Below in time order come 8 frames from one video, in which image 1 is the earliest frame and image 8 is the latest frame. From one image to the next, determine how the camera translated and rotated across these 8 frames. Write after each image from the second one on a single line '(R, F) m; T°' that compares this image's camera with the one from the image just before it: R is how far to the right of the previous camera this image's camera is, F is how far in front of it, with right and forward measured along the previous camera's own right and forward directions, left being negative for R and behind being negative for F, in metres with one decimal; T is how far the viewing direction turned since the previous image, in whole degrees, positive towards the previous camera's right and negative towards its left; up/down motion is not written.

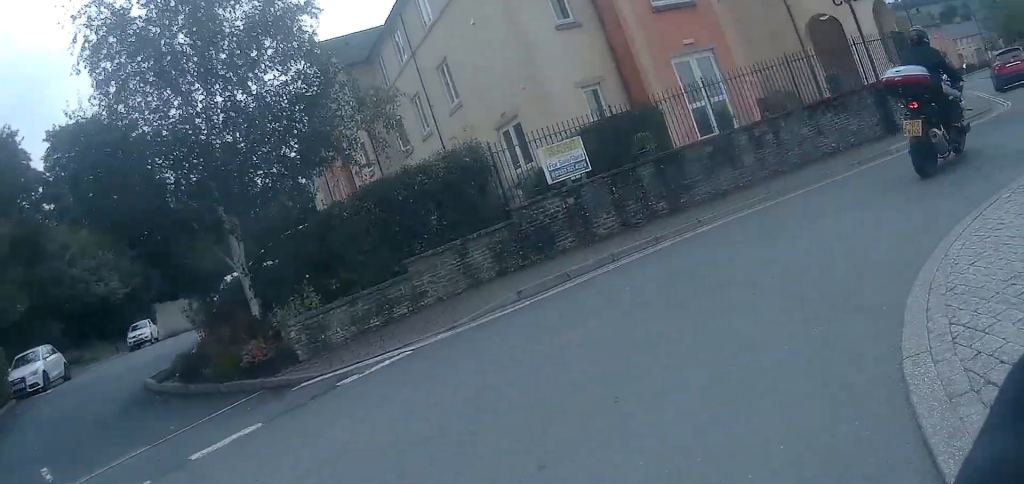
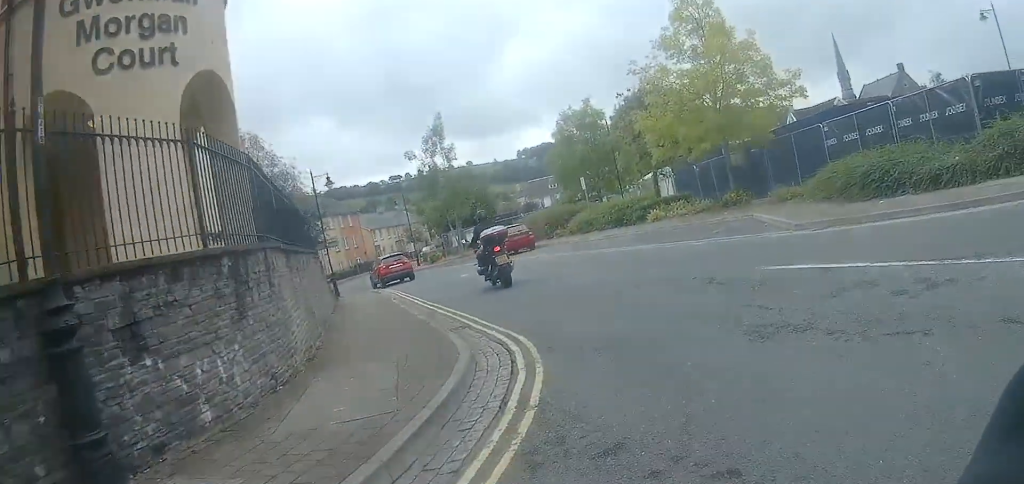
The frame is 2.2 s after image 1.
(+3.8, +10.2) m; +36°
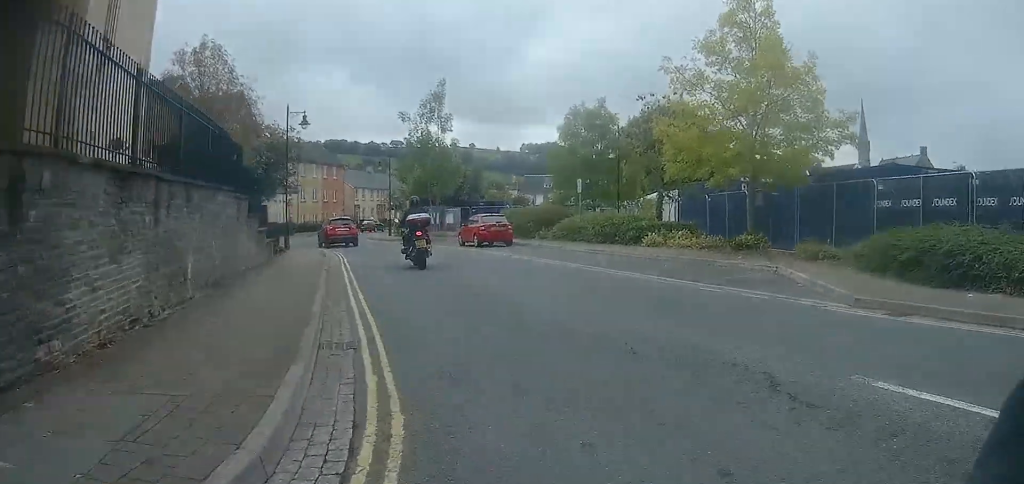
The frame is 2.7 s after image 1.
(+0.1, +3.4) m; -1°
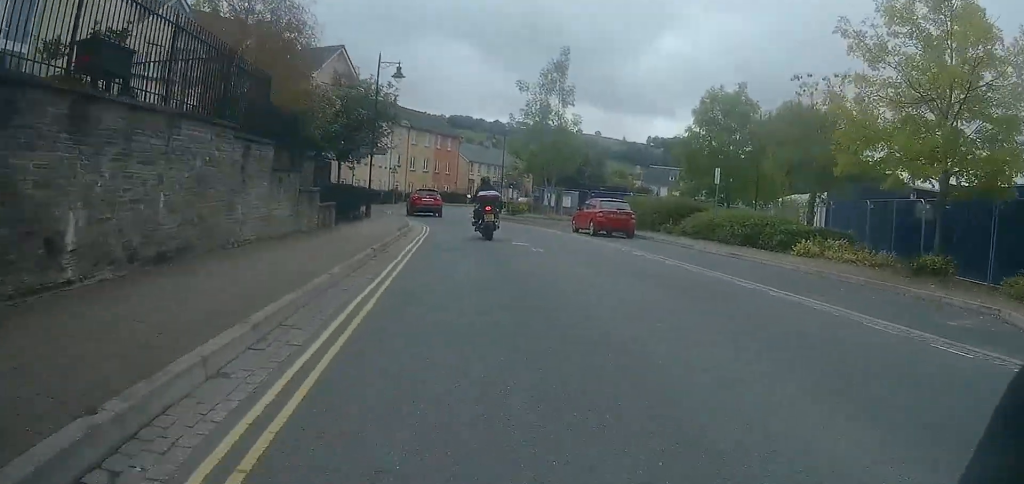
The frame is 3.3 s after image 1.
(+0.1, +4.2) m; -5°
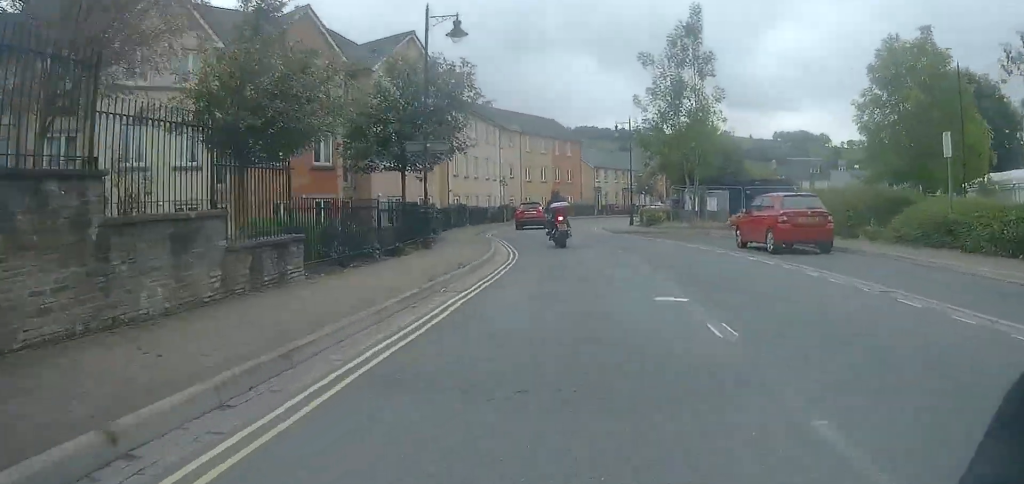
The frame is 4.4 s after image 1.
(-0.9, +8.6) m; -11°
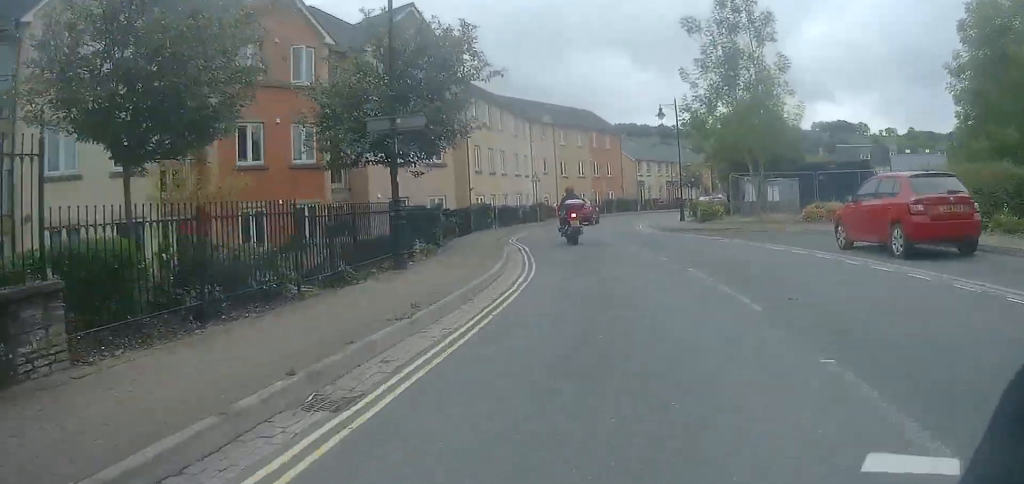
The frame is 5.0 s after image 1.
(-0.4, +5.2) m; -3°
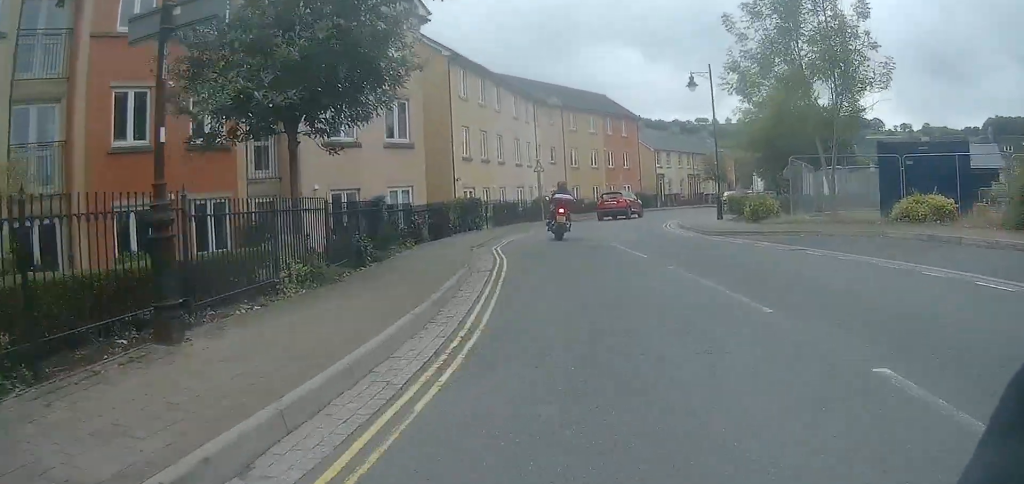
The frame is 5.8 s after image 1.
(-0.2, +6.4) m; -2°
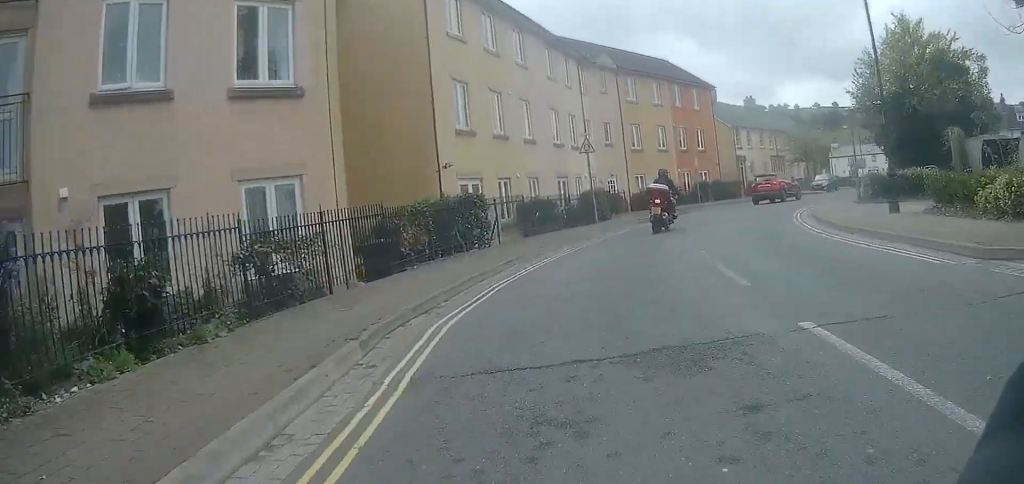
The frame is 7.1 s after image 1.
(-0.3, +11.1) m; -3°
